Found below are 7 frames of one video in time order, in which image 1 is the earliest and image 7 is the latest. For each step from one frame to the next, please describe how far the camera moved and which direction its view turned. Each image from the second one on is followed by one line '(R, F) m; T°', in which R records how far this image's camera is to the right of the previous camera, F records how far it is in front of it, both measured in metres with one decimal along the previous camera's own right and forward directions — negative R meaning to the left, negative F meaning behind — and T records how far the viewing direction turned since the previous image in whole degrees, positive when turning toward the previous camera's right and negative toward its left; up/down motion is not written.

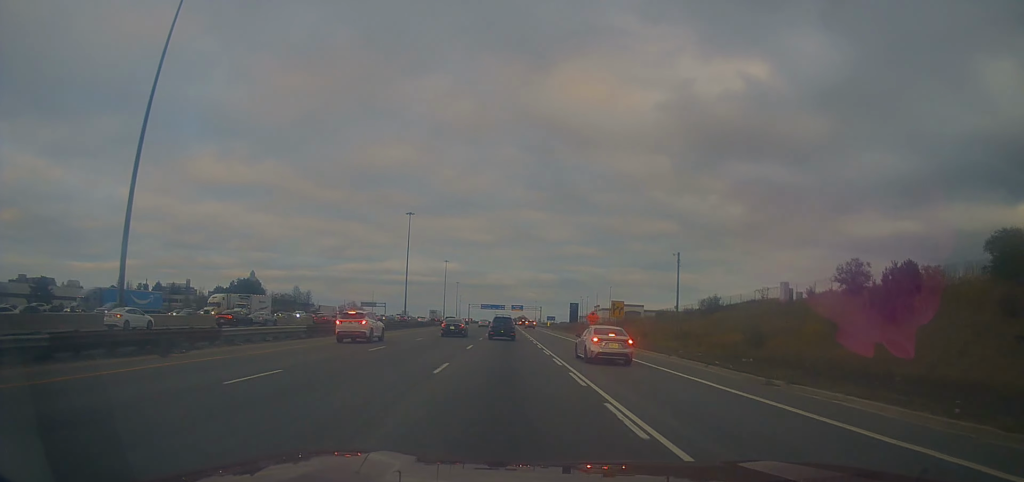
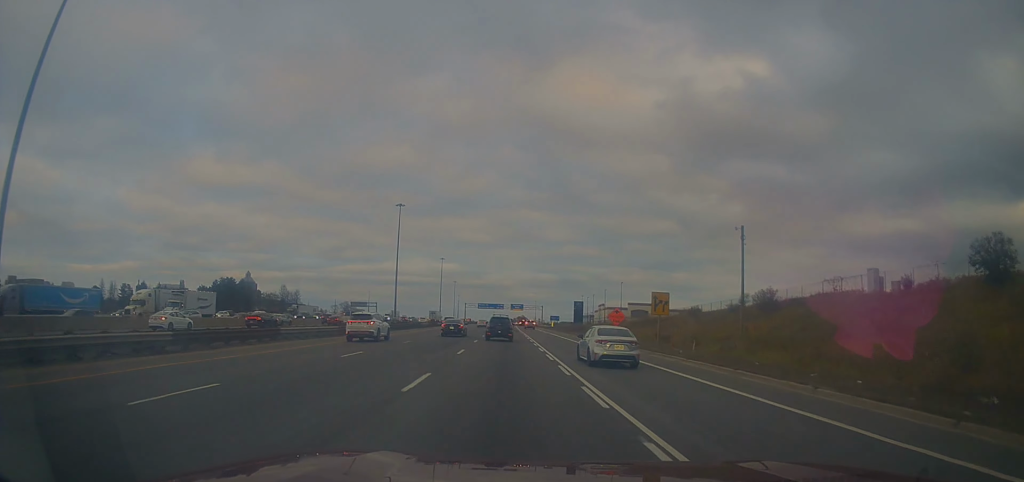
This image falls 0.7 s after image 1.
(+0.2, +15.5) m; +1°
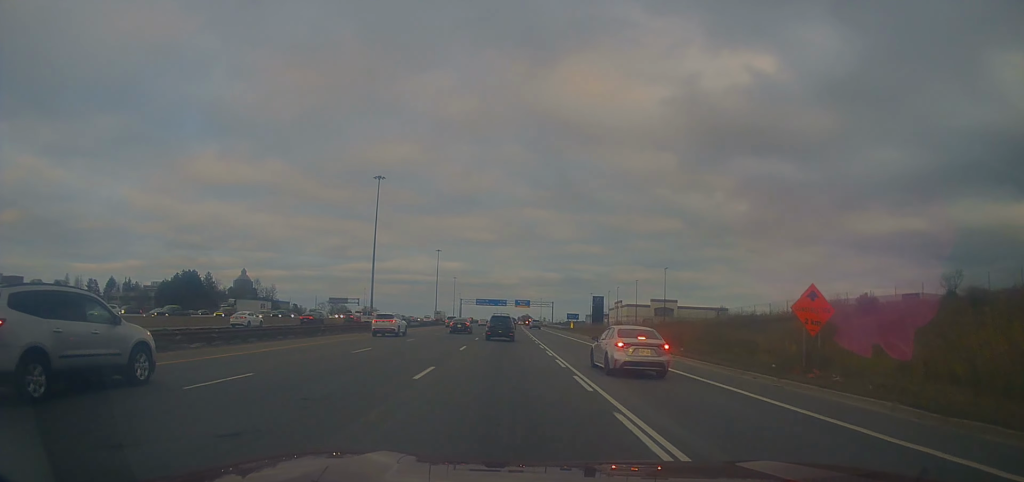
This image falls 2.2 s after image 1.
(-0.4, +34.2) m; -2°
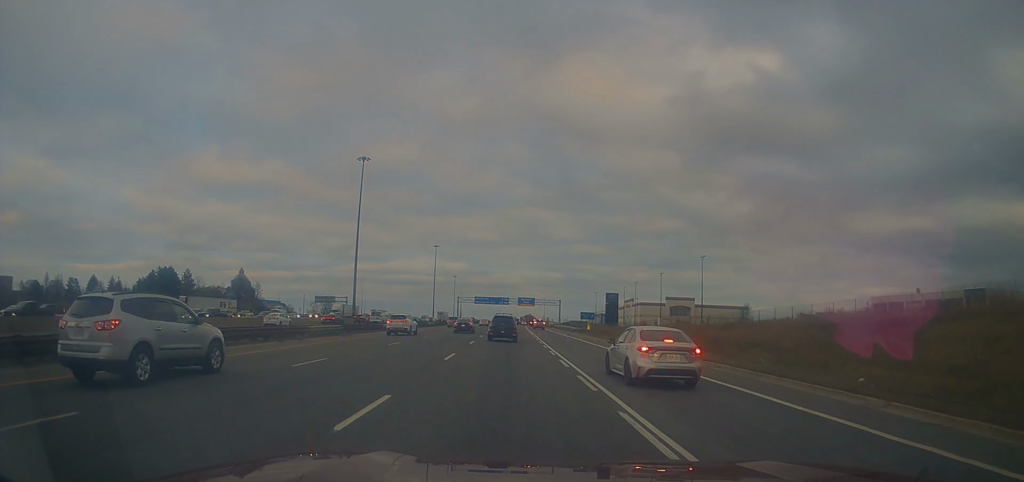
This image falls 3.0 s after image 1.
(+0.1, +17.8) m; 0°
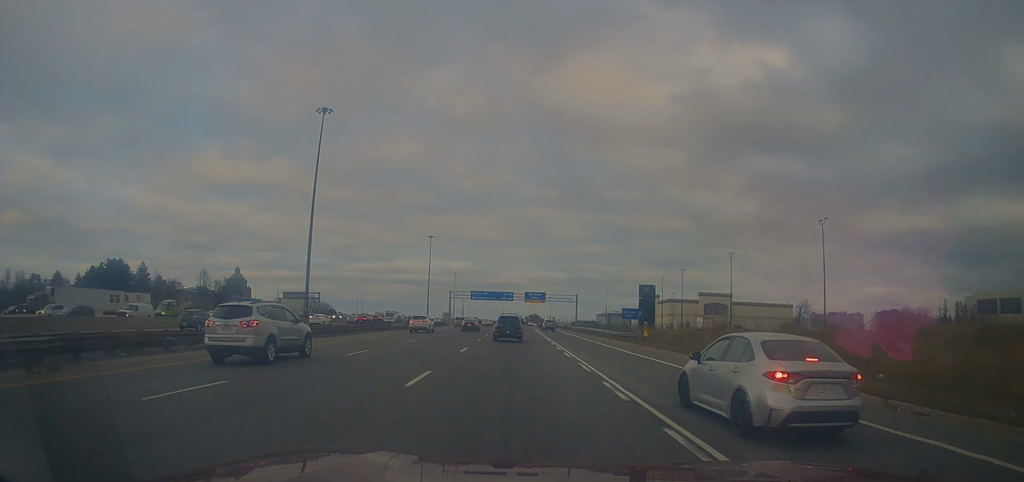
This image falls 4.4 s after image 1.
(-0.3, +31.7) m; 0°
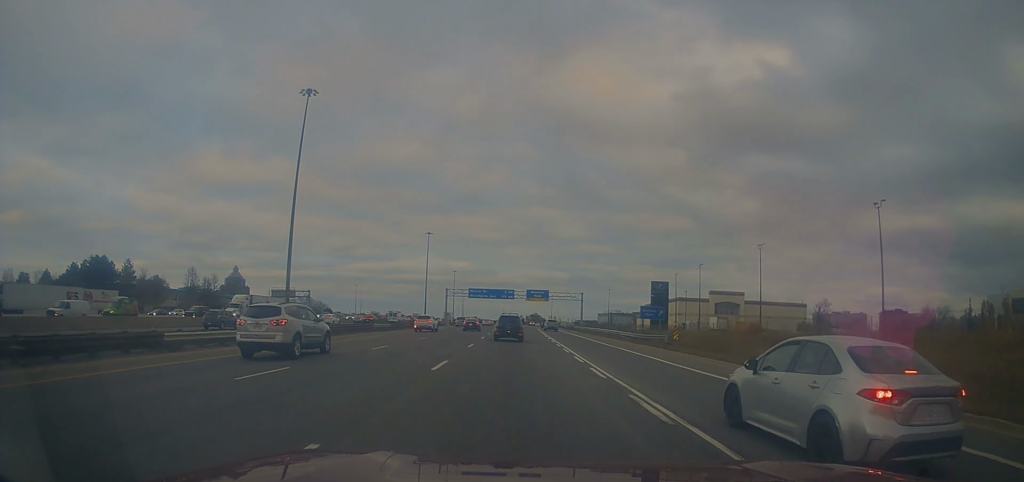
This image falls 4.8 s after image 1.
(+0.1, +8.7) m; +1°
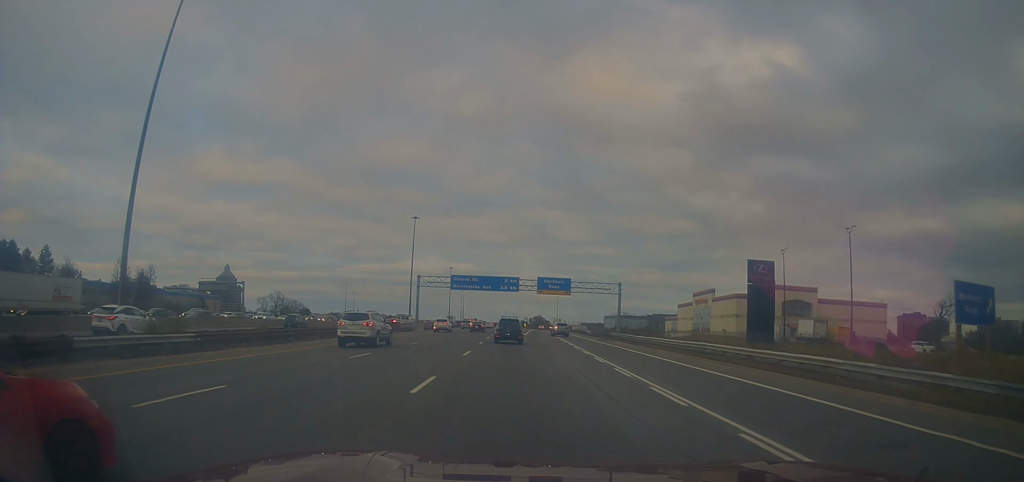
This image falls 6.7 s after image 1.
(+0.2, +40.4) m; -1°
